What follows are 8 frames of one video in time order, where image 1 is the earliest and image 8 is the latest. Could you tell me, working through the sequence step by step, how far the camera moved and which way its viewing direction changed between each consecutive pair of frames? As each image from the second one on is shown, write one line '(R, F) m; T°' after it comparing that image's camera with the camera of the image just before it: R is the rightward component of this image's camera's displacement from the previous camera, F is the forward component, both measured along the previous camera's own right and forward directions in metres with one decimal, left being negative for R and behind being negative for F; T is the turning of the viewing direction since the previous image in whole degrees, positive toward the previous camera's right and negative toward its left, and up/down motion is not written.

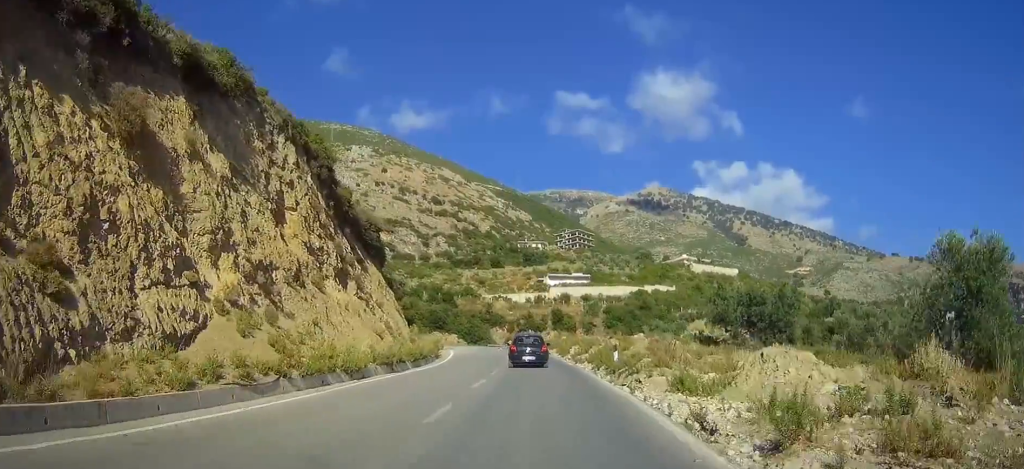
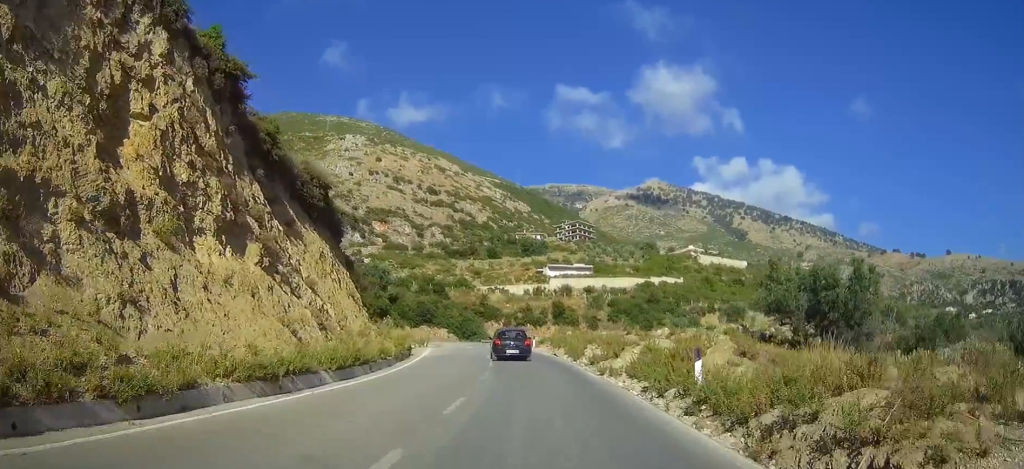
(0.0, +11.9) m; 0°
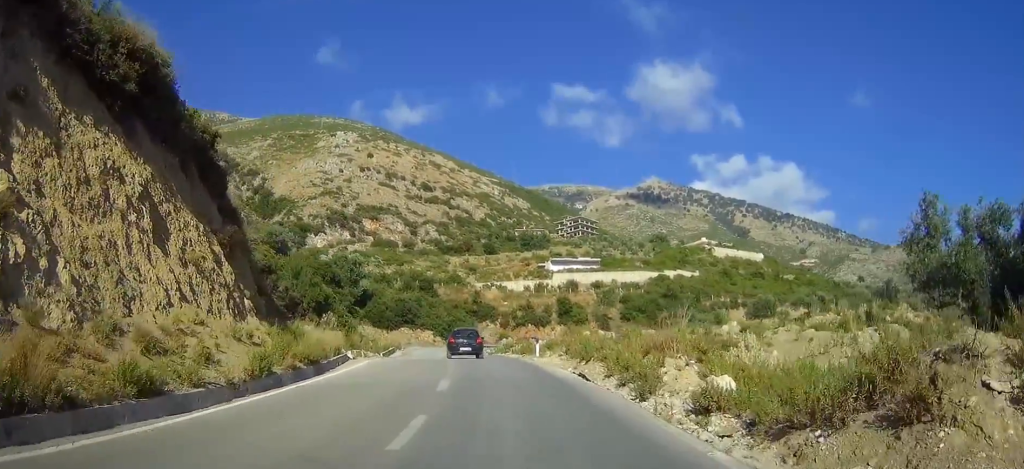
(0.0, +18.9) m; 0°
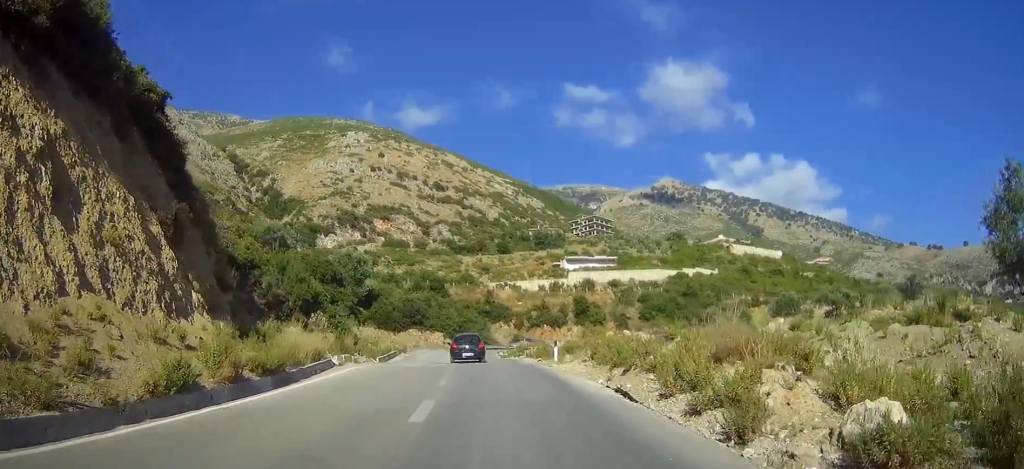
(0.0, +5.2) m; 0°
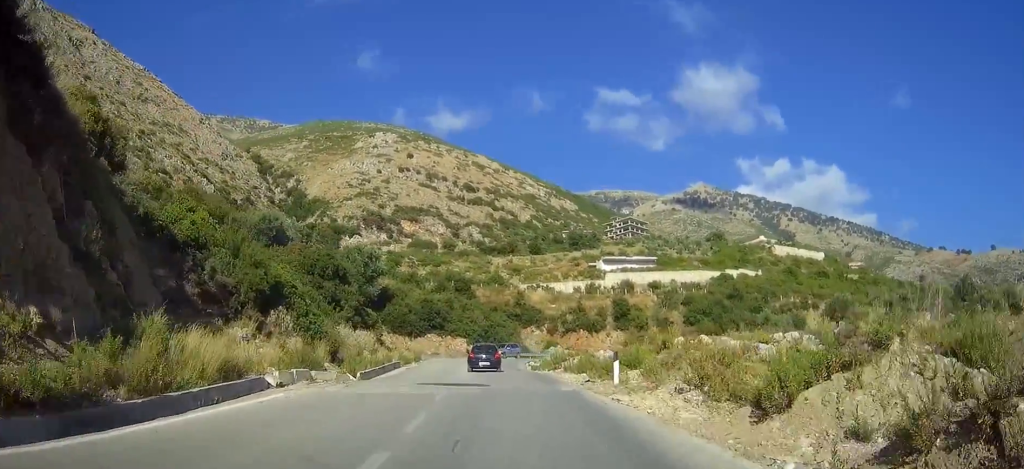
(0.0, +10.7) m; 0°
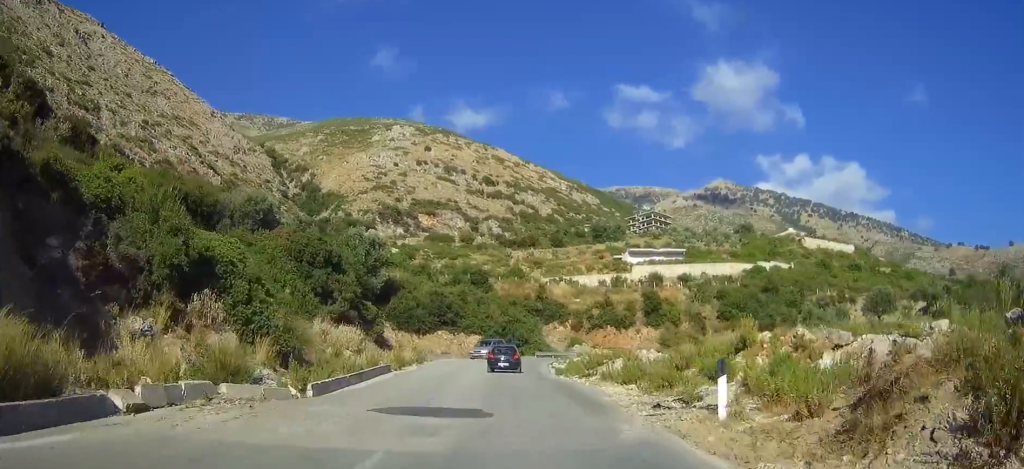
(0.0, +8.4) m; -1°
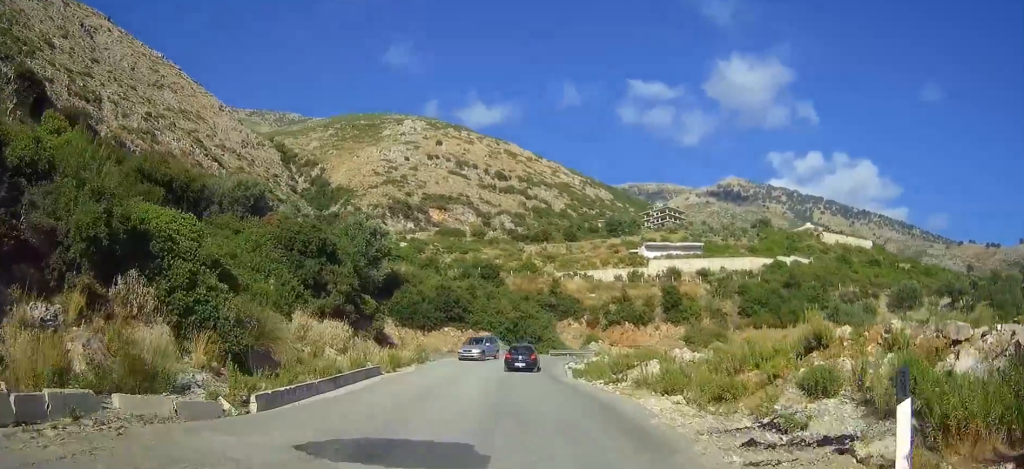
(-0.1, +4.8) m; -1°
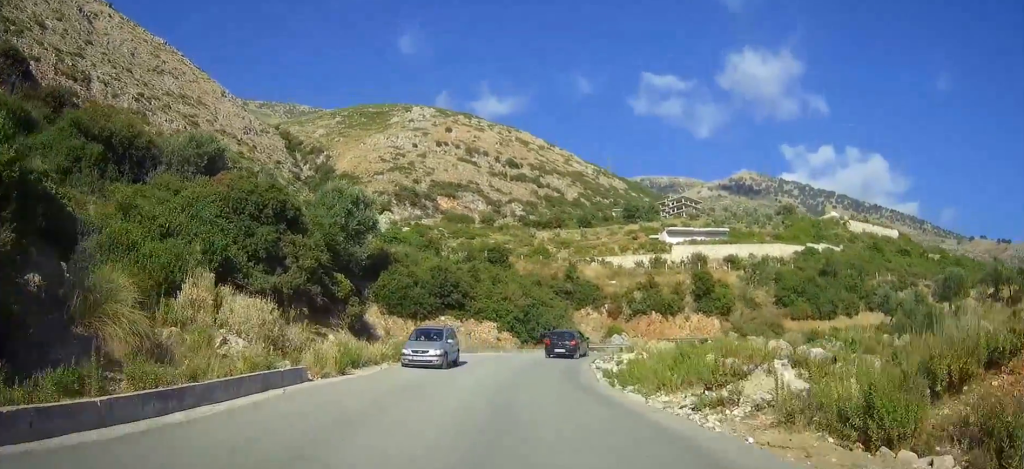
(-0.1, +10.5) m; -1°
